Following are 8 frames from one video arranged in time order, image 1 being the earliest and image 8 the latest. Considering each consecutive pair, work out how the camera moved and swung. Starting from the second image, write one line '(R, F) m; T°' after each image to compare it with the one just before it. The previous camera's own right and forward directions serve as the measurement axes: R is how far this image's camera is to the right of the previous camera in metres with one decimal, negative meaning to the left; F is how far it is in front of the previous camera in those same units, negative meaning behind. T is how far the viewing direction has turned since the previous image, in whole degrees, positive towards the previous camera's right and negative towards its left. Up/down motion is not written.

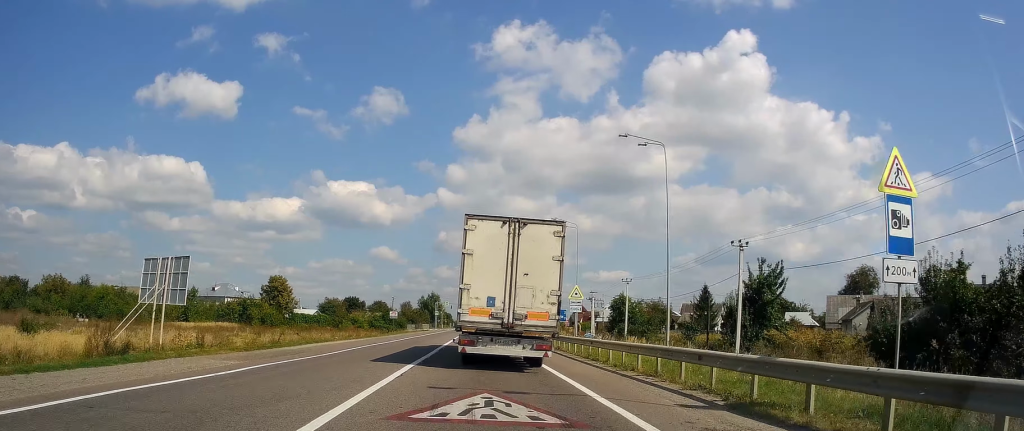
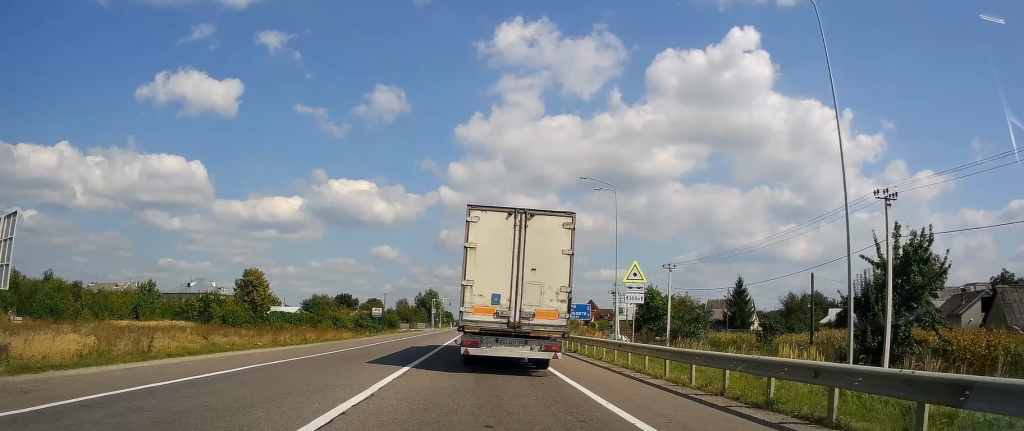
(0.0, +19.8) m; 0°
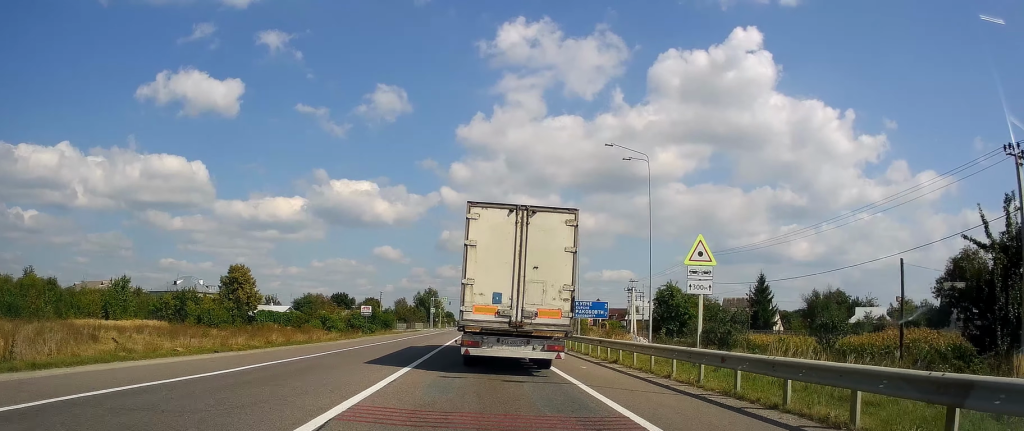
(-0.1, +9.6) m; 0°
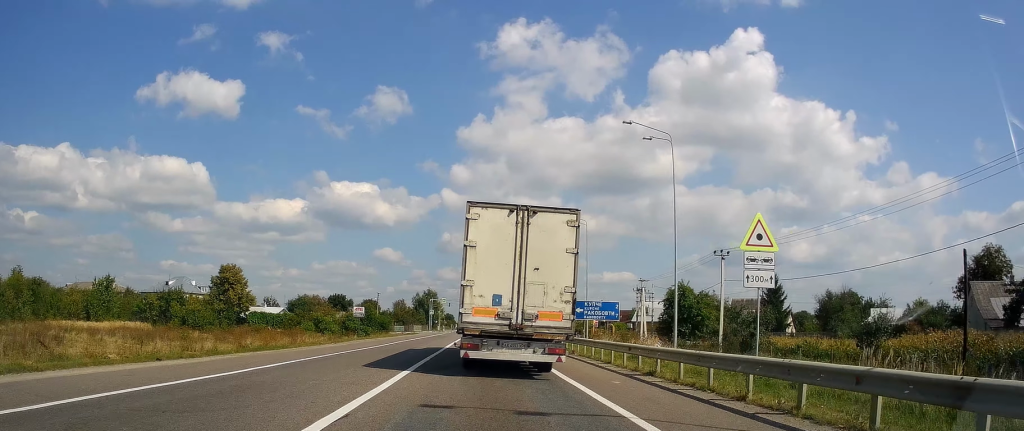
(+0.1, +5.0) m; -1°
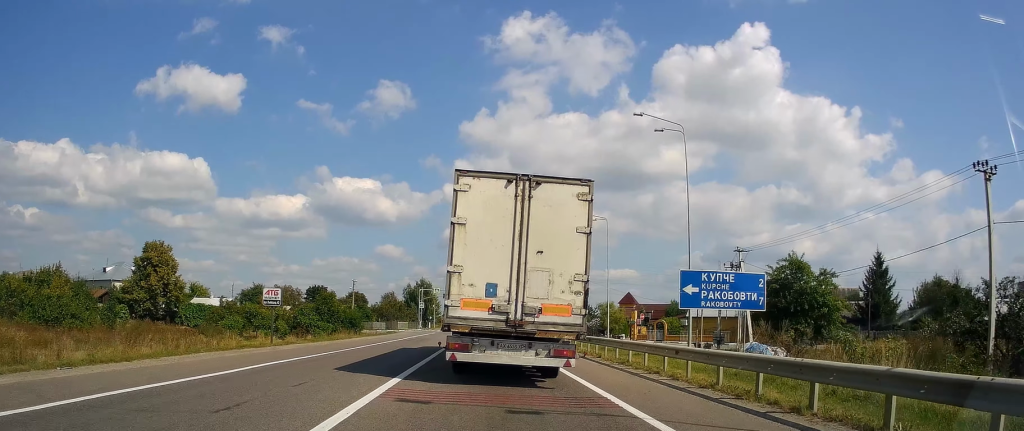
(-0.1, +29.9) m; 0°
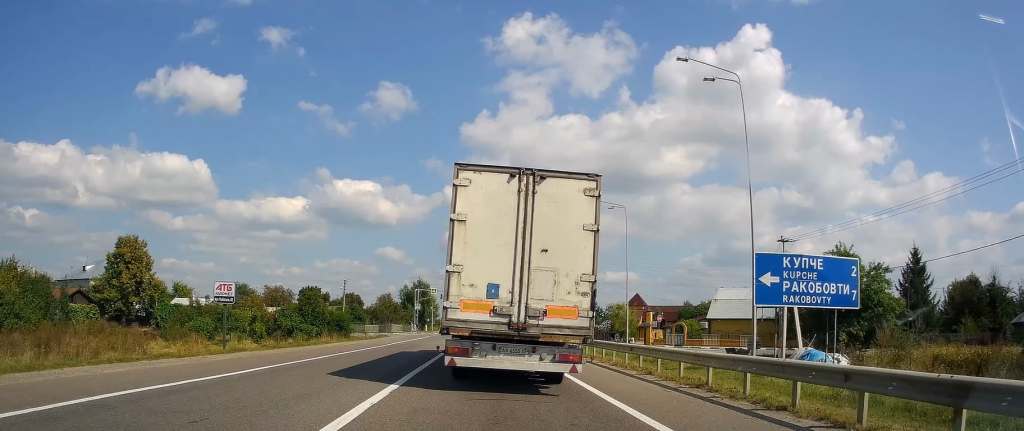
(-0.4, +8.5) m; +1°
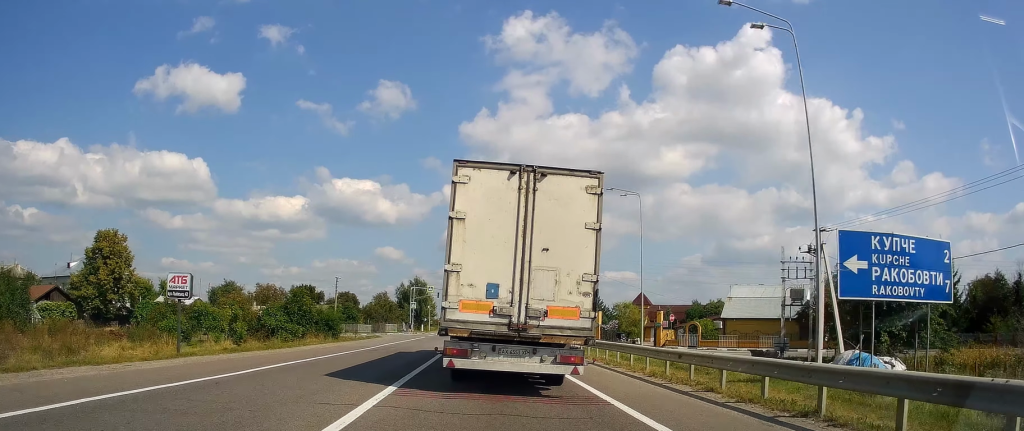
(+0.6, +5.7) m; +2°
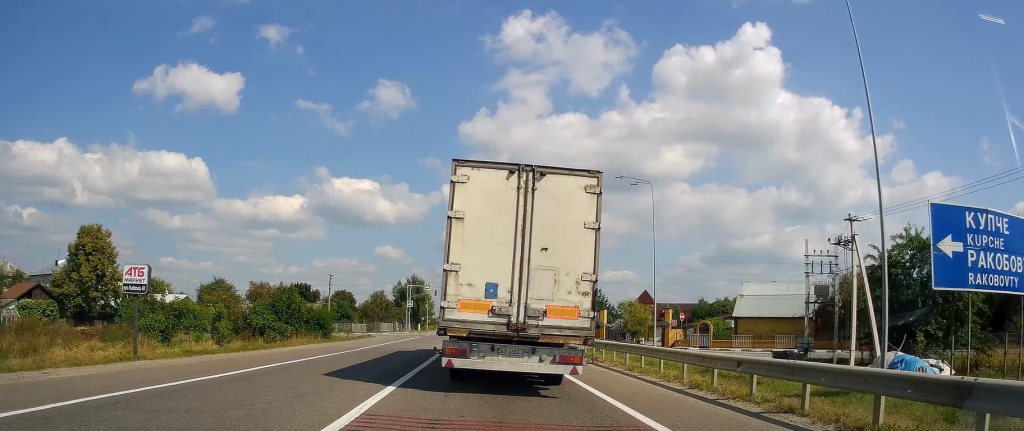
(0.0, +4.2) m; 0°
